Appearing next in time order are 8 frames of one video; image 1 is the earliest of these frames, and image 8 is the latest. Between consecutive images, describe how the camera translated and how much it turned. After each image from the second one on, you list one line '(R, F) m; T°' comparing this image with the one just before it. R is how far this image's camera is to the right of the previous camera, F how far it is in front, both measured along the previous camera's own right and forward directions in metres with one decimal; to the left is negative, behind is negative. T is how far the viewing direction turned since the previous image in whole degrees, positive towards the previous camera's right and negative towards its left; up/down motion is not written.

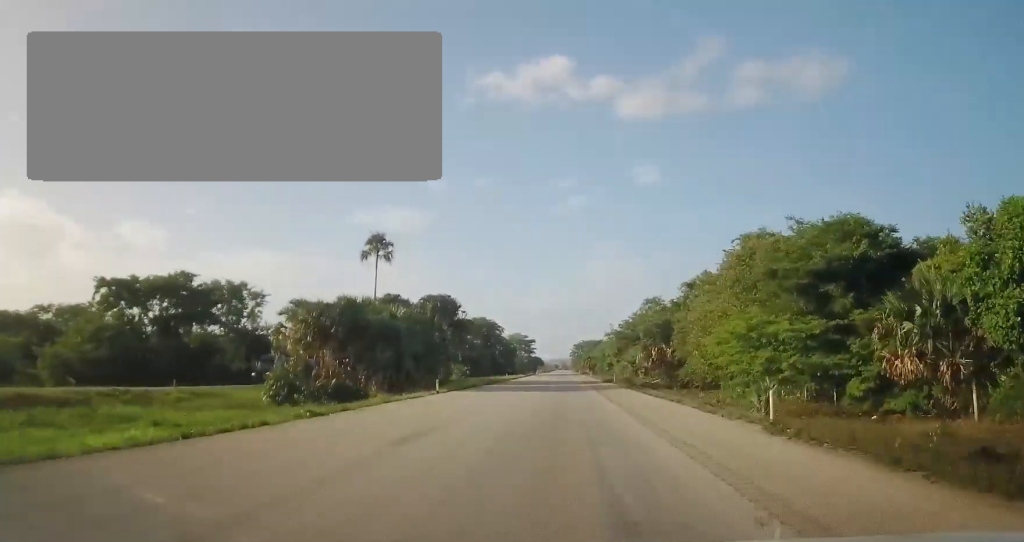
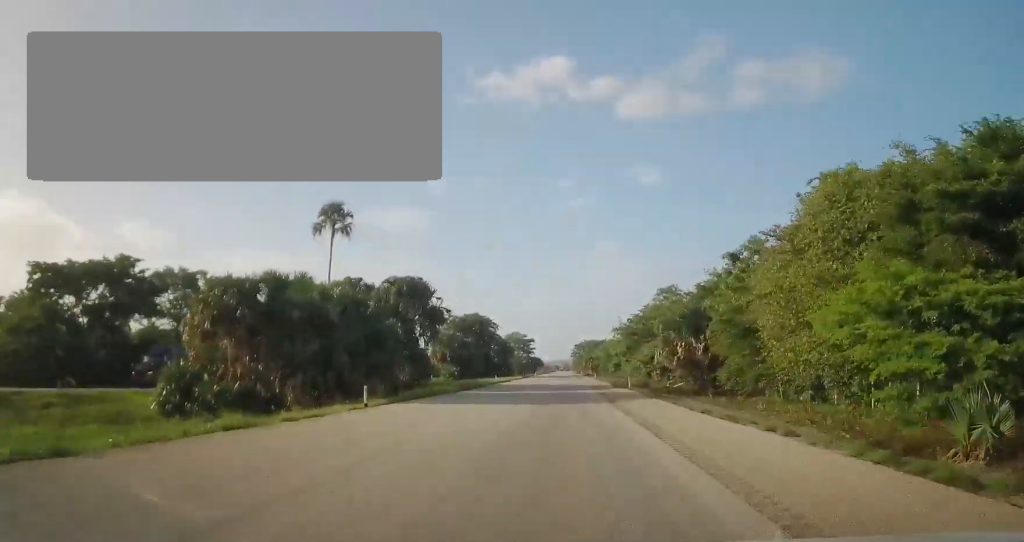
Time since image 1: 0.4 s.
(+0.1, +12.3) m; 0°
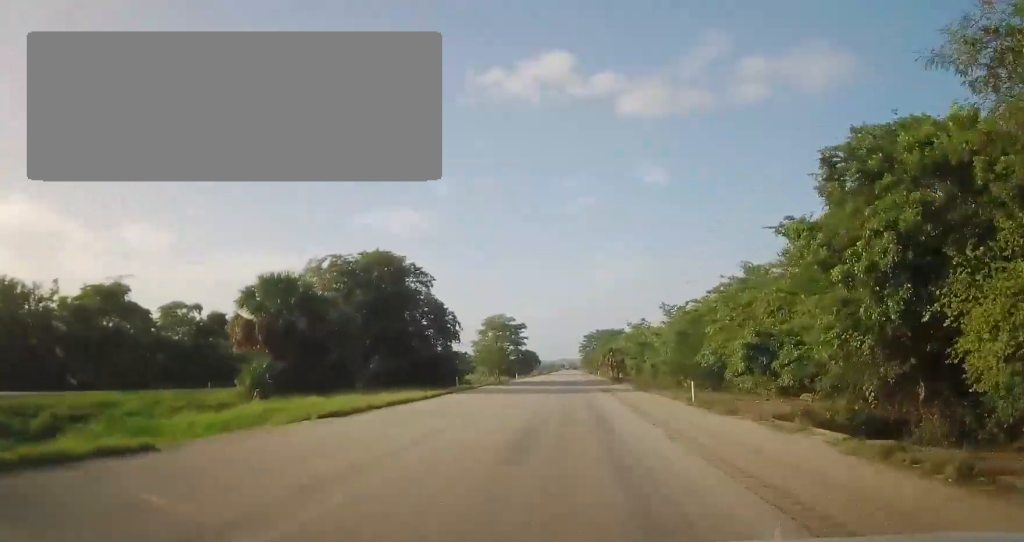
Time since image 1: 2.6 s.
(-0.9, +64.1) m; 0°
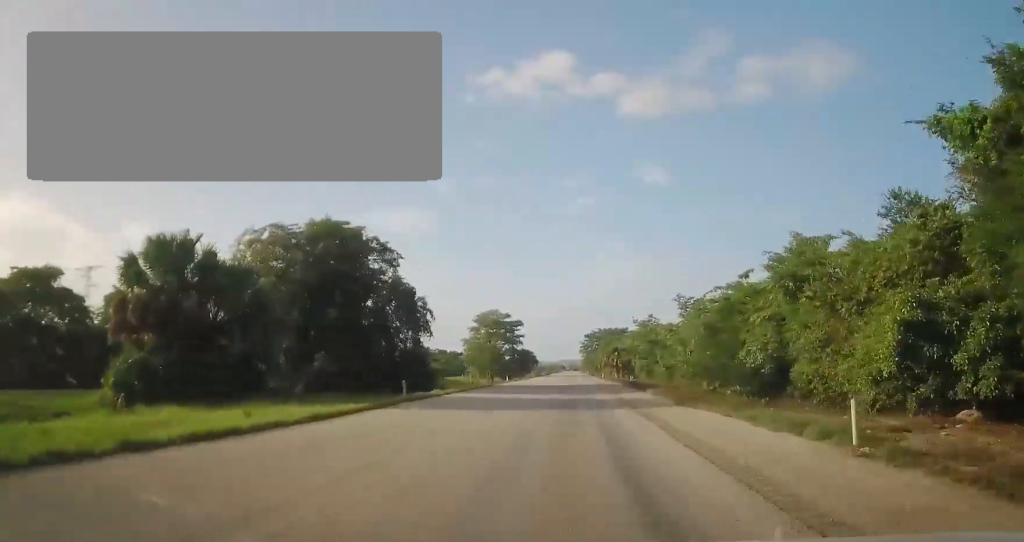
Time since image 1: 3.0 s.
(0.0, +12.2) m; 0°
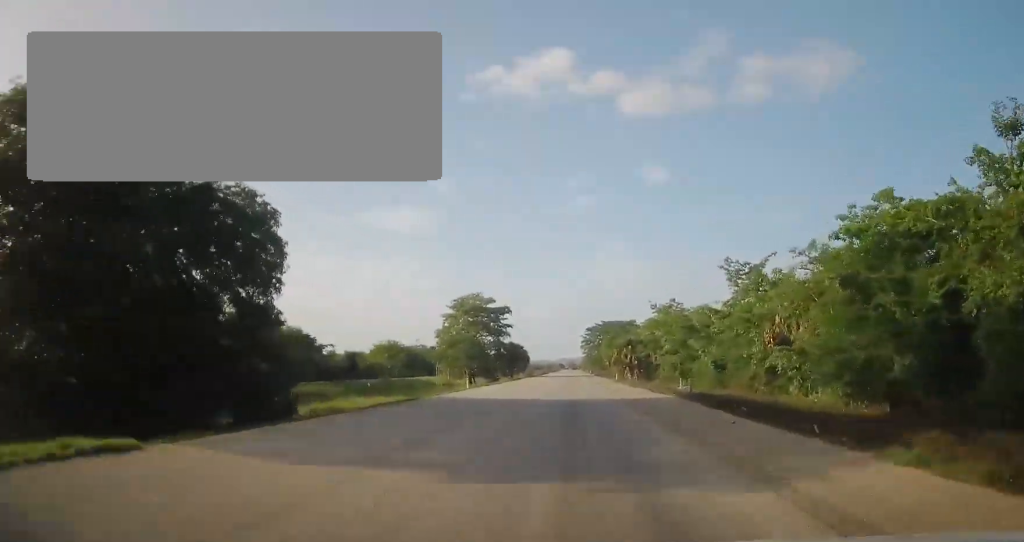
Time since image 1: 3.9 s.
(+0.2, +25.5) m; 0°
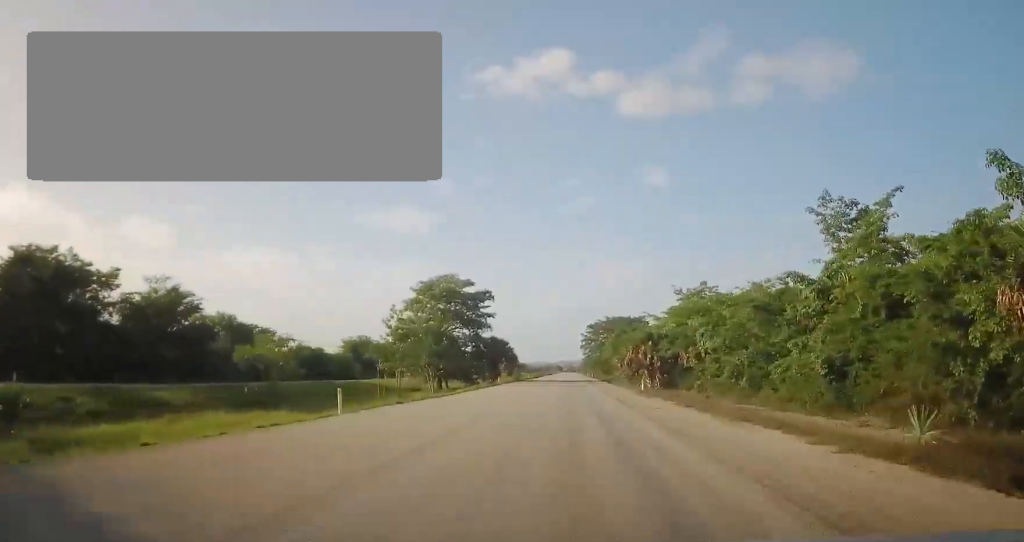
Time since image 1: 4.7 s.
(0.0, +22.6) m; 0°
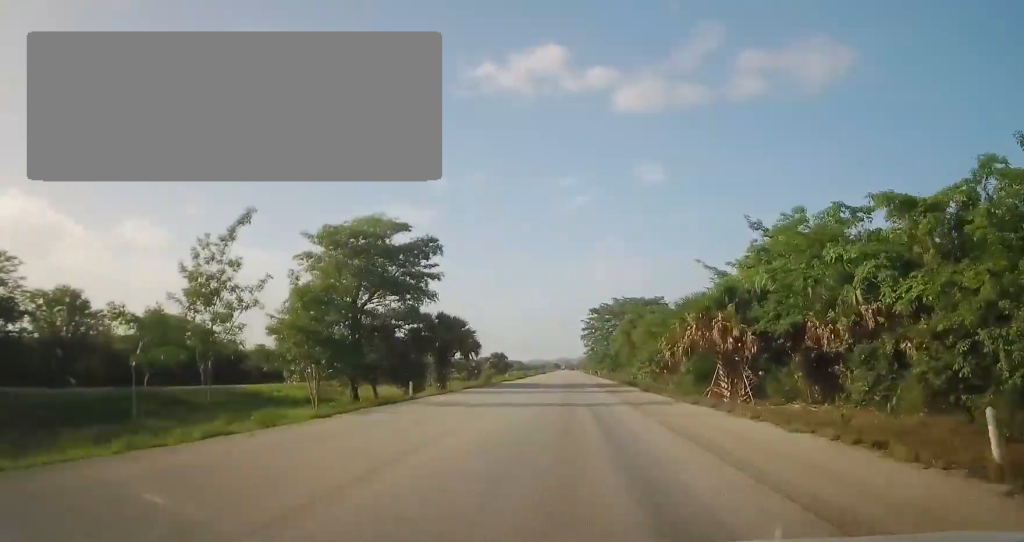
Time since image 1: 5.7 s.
(-0.4, +32.0) m; -1°
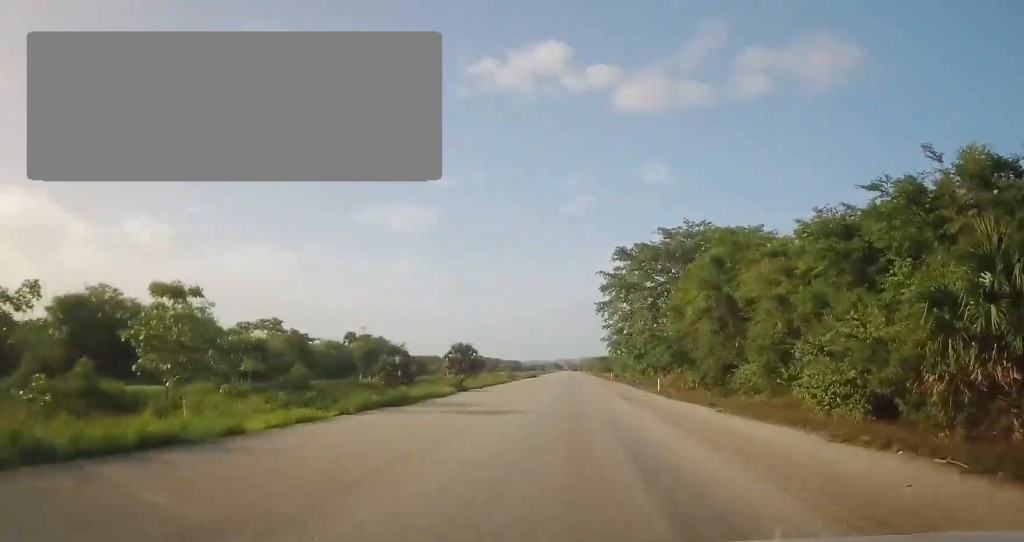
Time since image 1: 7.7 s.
(+0.1, +56.6) m; 0°
